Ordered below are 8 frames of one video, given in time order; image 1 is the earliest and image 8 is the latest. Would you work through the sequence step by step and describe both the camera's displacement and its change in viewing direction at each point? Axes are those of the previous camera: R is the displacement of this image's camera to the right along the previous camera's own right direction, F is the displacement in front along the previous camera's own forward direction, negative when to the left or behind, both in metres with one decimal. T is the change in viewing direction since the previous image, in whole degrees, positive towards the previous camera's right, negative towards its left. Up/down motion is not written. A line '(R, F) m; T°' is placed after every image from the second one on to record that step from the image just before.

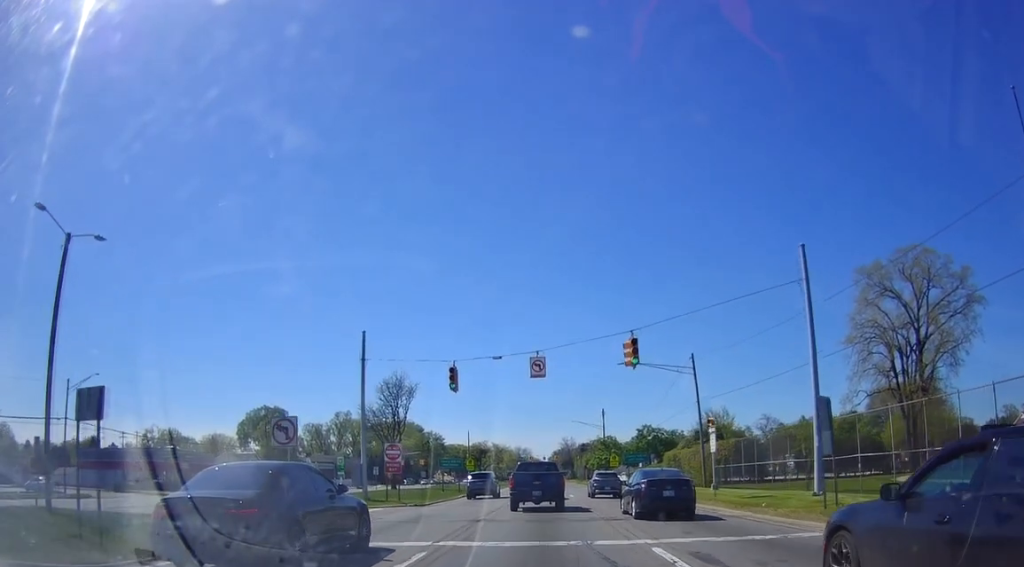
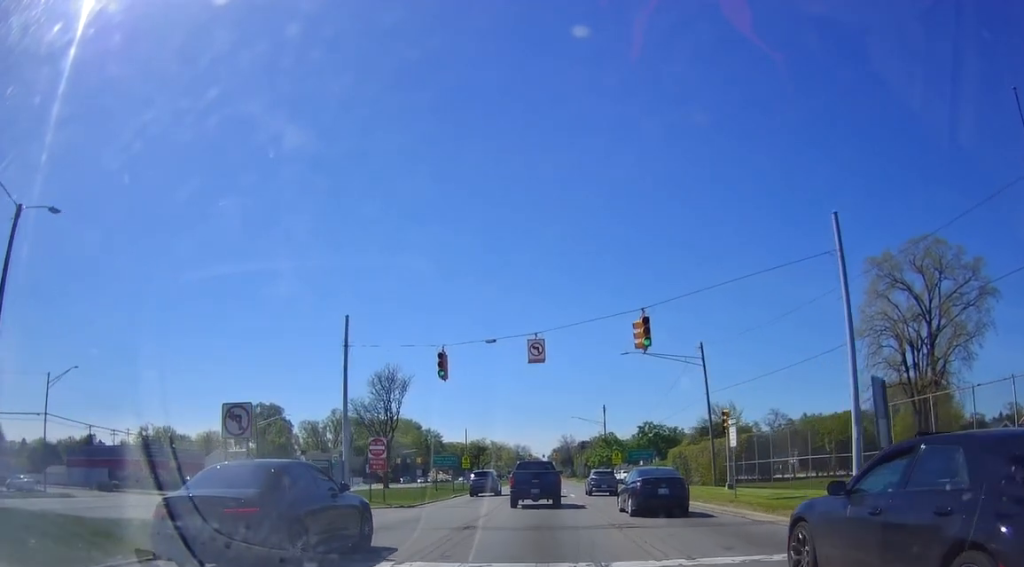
(0.0, +2.9) m; -3°
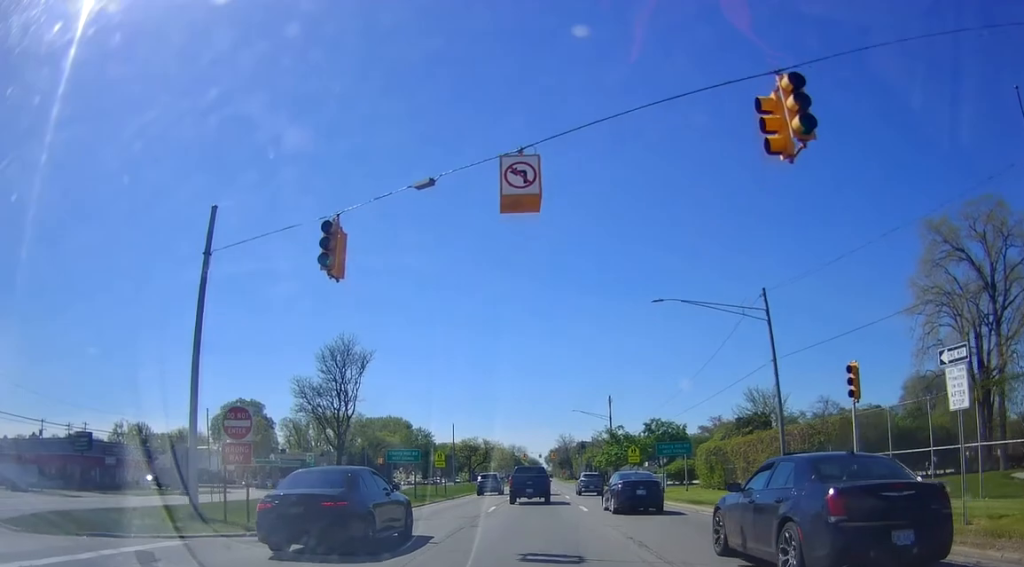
(-0.7, +13.6) m; -2°
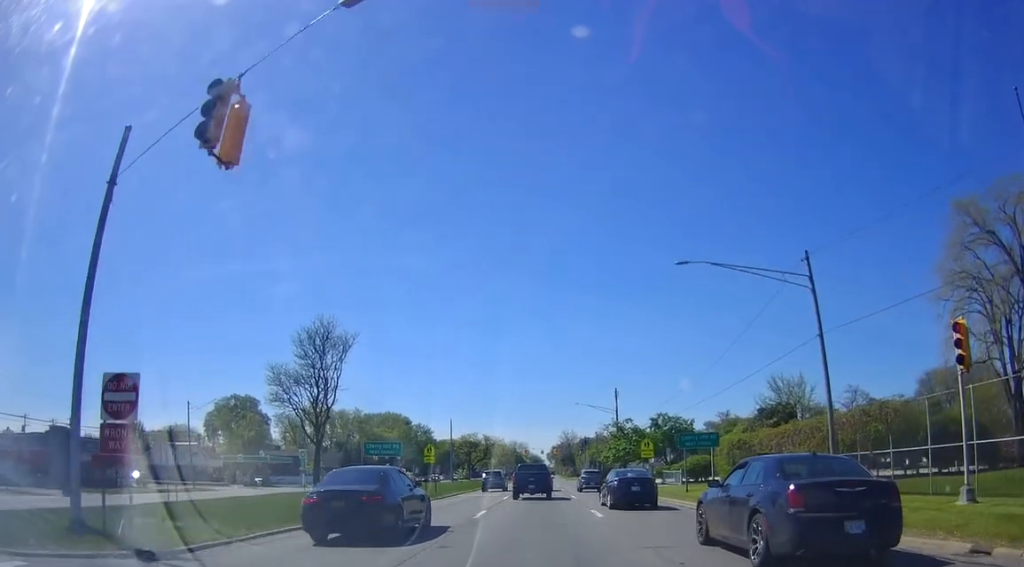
(+0.4, +5.1) m; 0°
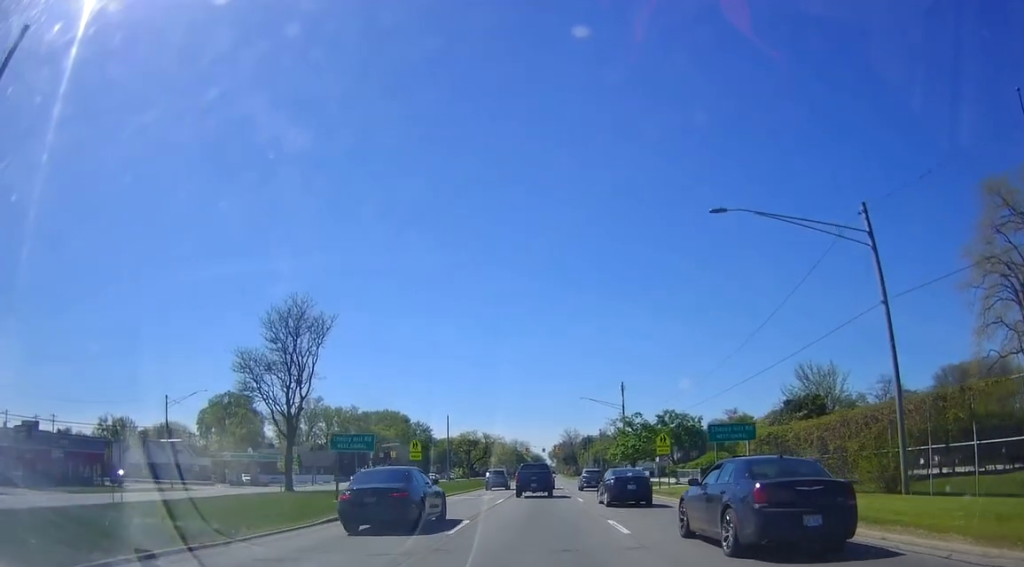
(-0.3, +5.4) m; 0°
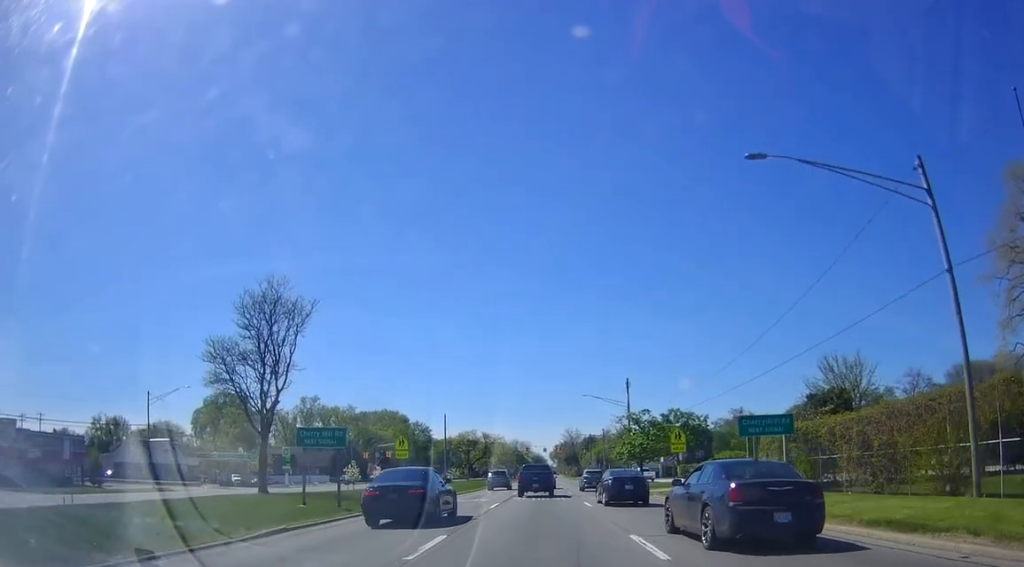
(-0.2, +3.9) m; 0°
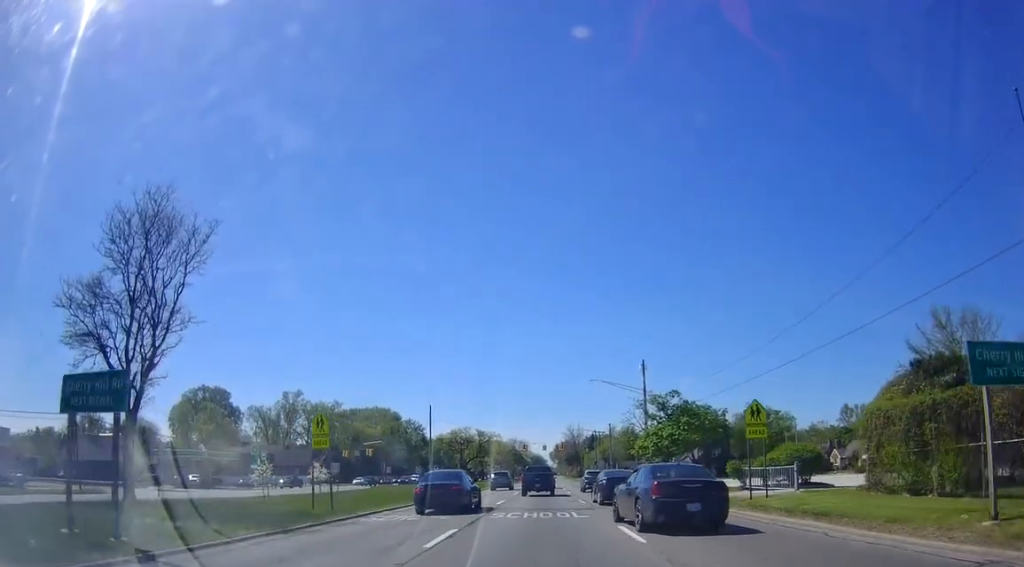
(+0.5, +12.8) m; +4°
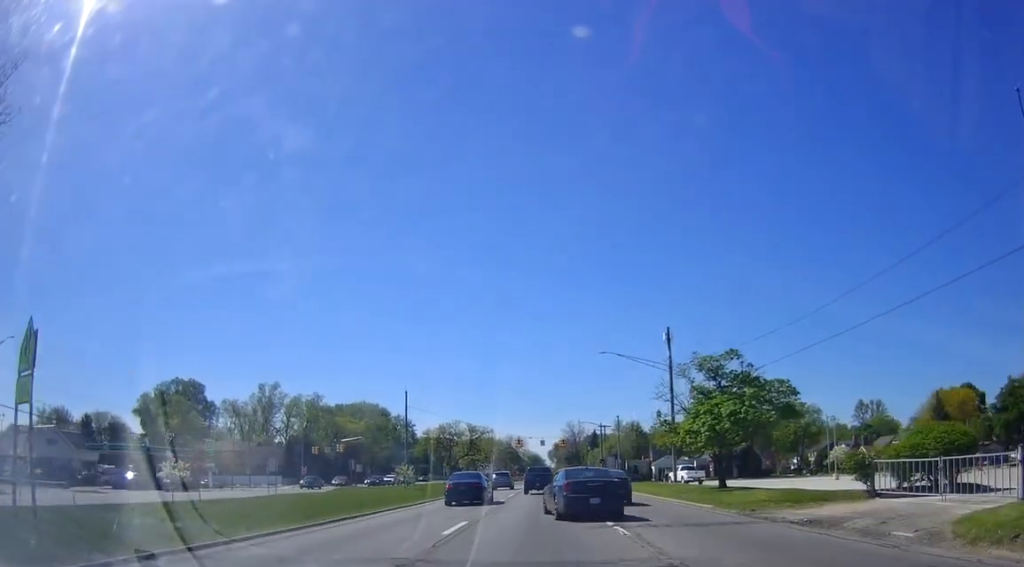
(0.0, +14.4) m; -2°
